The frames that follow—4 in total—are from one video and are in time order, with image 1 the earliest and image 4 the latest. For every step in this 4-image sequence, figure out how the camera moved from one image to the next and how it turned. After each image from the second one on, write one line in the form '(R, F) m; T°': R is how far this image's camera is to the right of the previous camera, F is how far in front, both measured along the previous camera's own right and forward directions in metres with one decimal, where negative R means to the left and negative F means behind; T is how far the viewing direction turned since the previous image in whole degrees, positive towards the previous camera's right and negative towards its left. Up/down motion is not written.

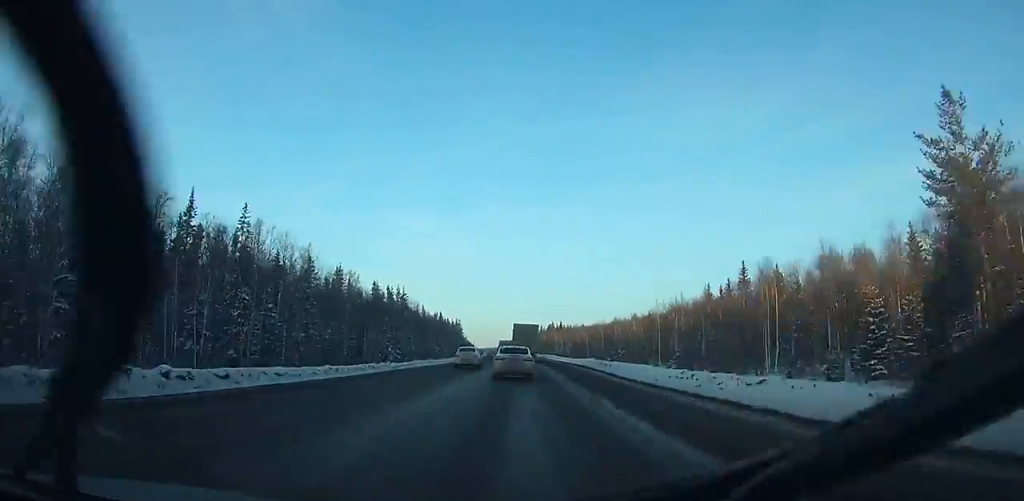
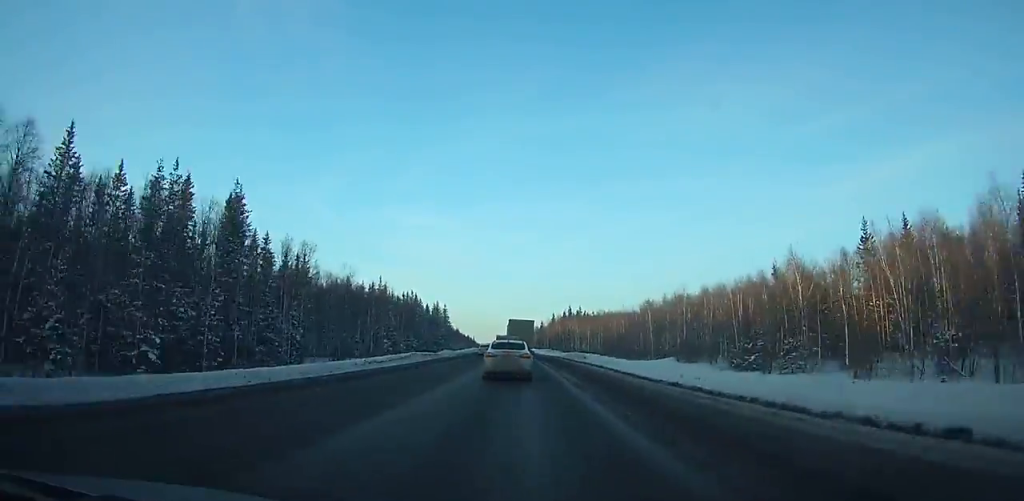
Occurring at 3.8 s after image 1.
(-0.4, +72.6) m; -1°
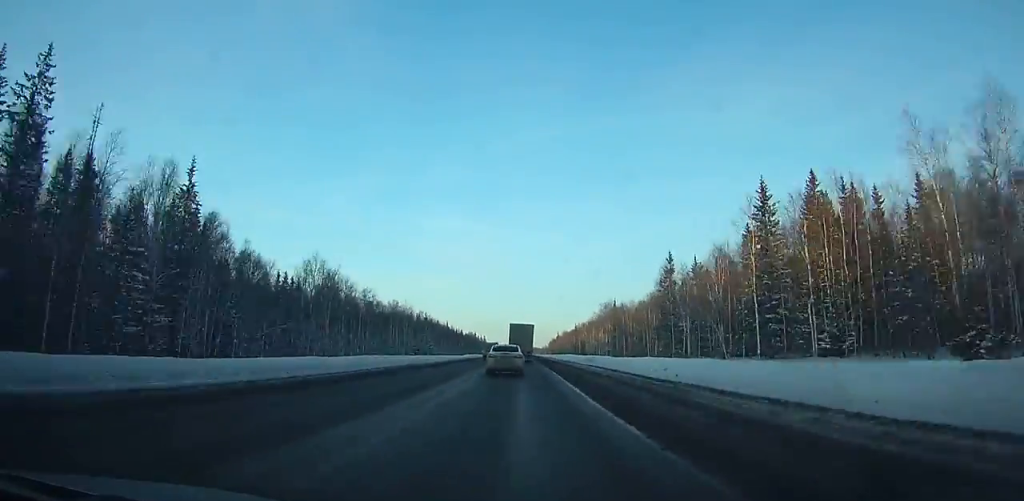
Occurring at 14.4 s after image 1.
(-5.3, +216.7) m; -2°
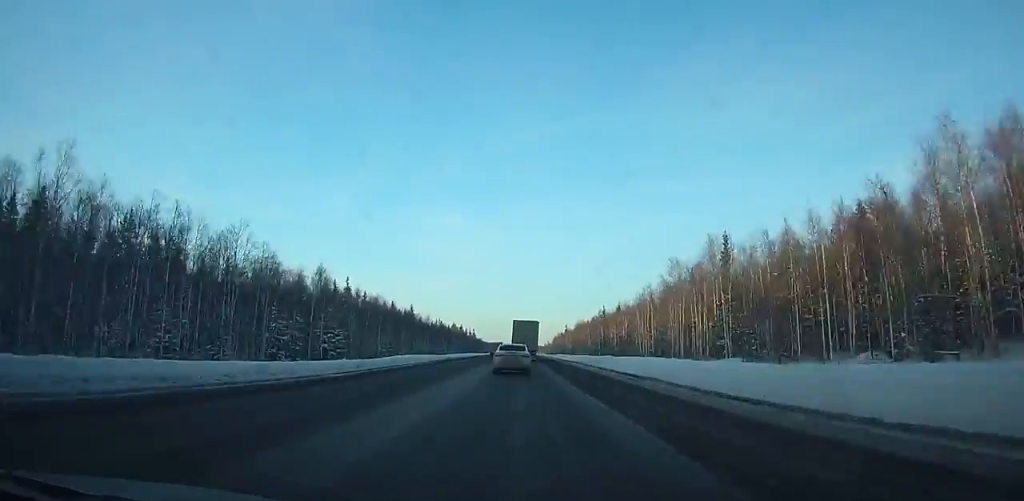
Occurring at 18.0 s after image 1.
(0.0, +78.1) m; 0°
